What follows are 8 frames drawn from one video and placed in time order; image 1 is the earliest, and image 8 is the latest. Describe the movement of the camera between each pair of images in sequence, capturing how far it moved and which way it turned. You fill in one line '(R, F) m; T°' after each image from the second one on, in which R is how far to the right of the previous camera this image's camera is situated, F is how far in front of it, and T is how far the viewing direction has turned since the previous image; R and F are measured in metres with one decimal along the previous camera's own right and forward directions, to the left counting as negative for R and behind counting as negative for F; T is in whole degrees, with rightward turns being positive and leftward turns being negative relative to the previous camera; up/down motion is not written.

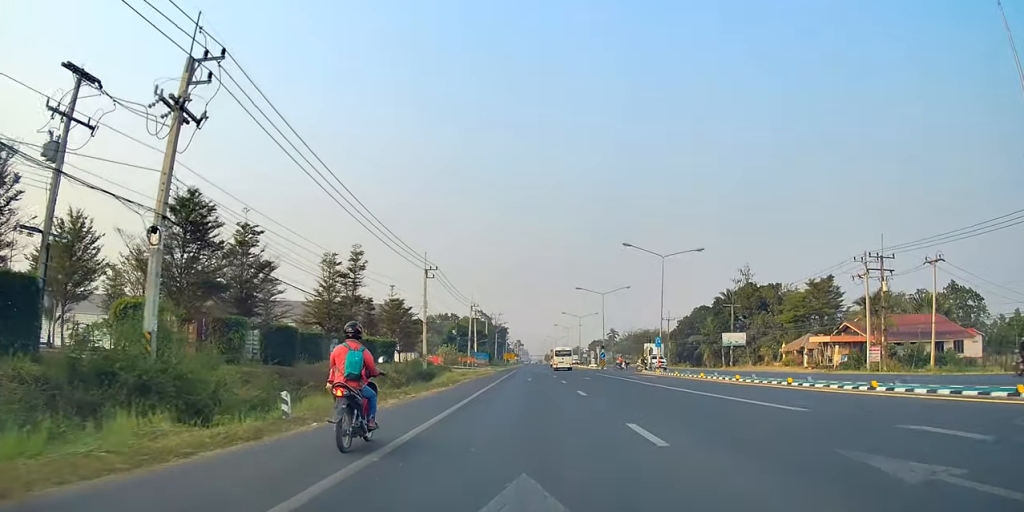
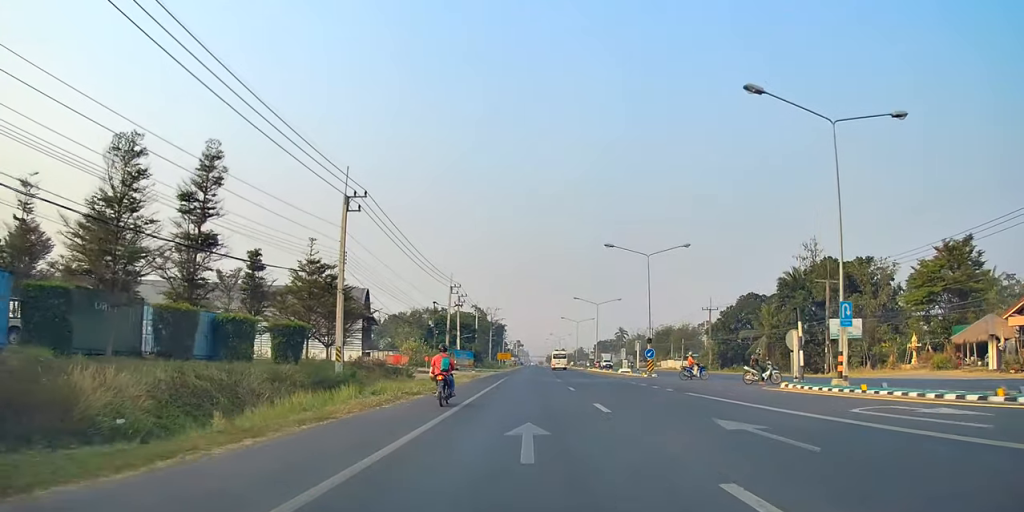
(+1.0, +29.3) m; +1°
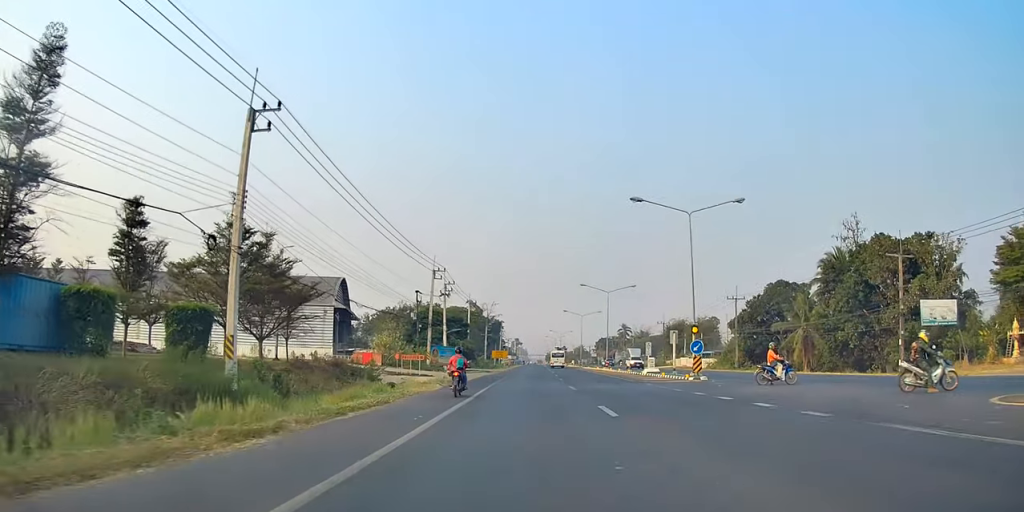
(-0.3, +13.3) m; -2°
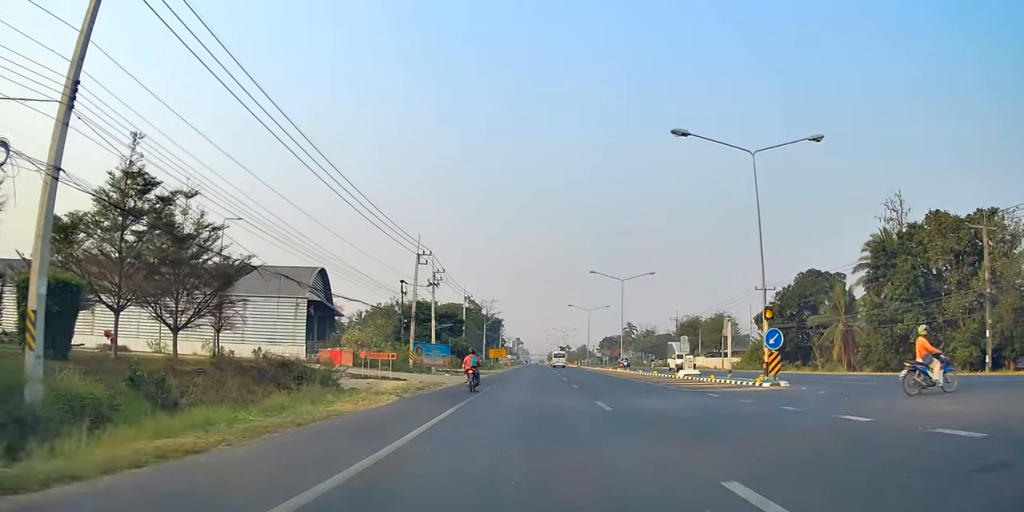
(0.0, +10.2) m; 0°
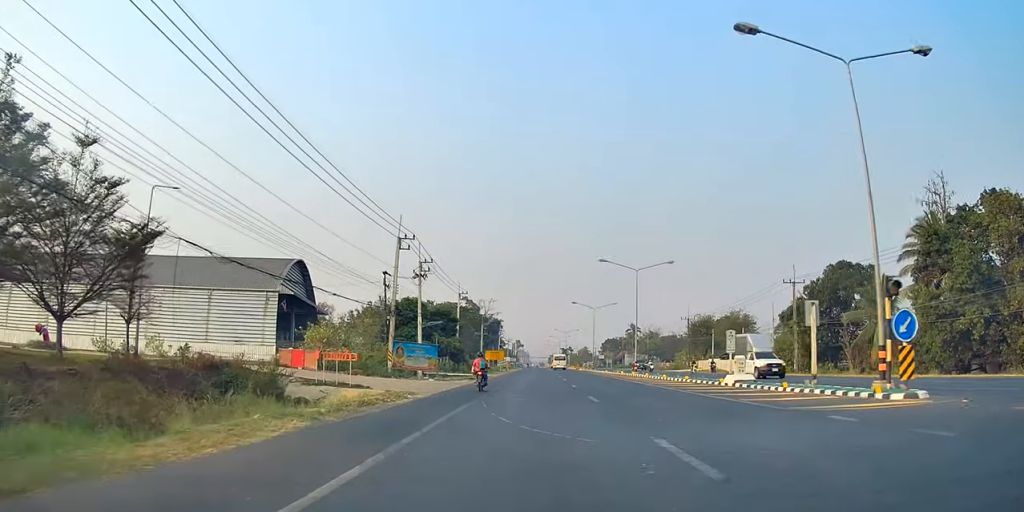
(-0.1, +8.1) m; 0°
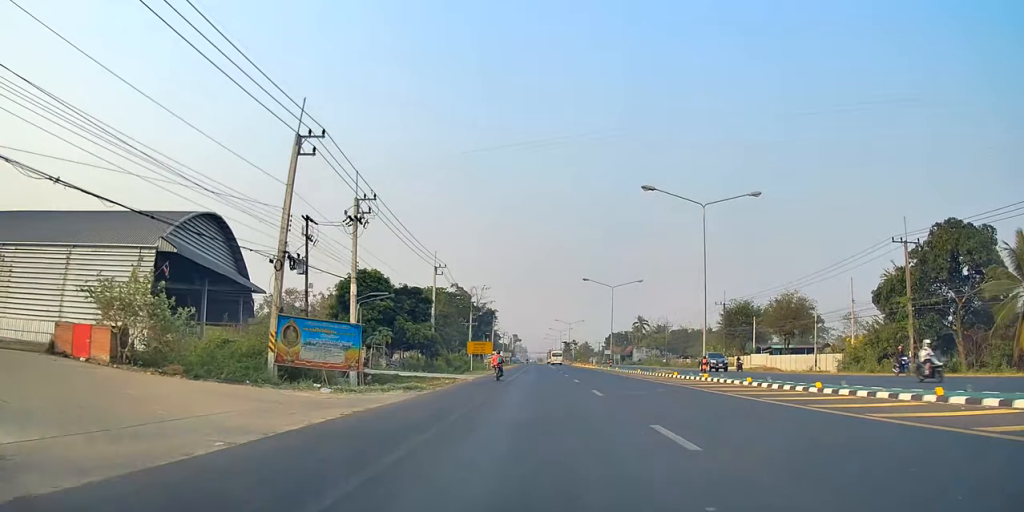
(+0.2, +21.5) m; +1°
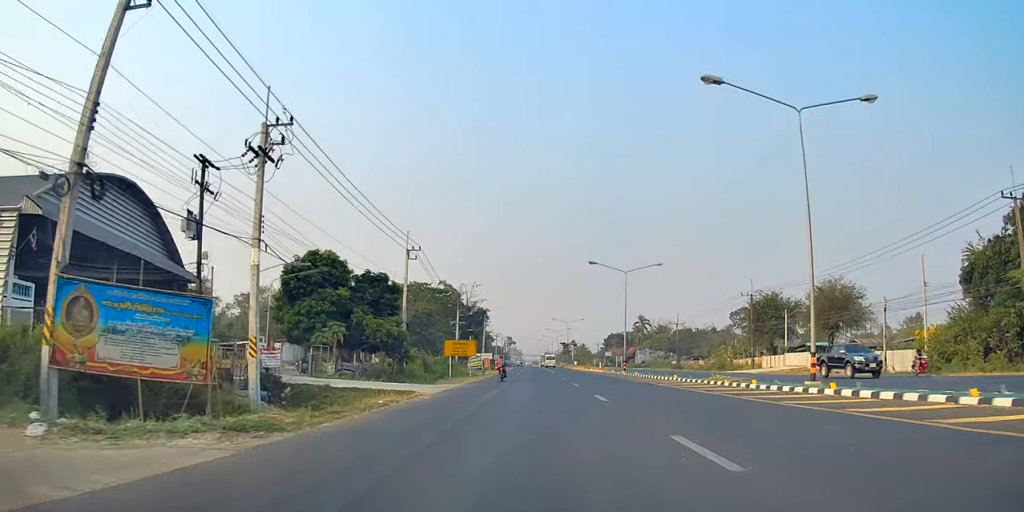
(0.0, +13.5) m; 0°
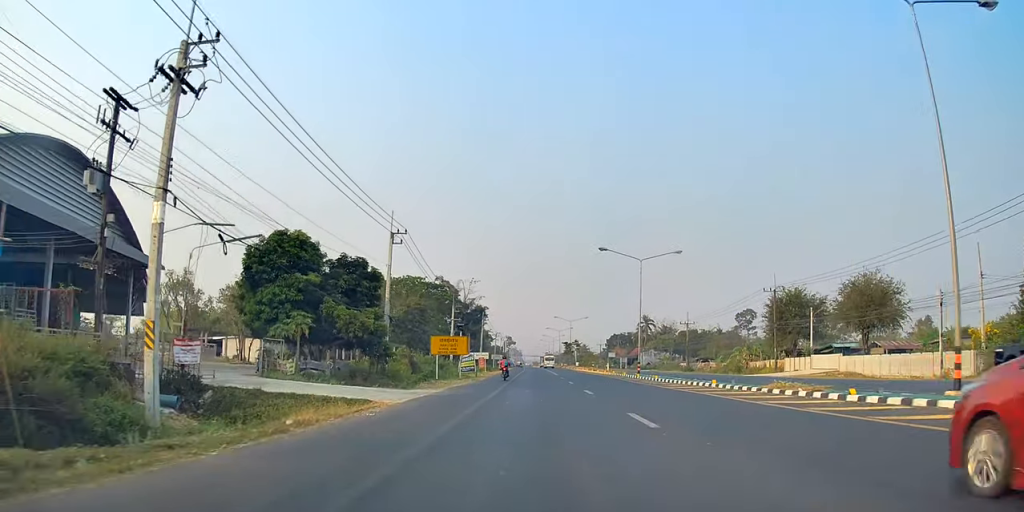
(0.0, +7.3) m; 0°
